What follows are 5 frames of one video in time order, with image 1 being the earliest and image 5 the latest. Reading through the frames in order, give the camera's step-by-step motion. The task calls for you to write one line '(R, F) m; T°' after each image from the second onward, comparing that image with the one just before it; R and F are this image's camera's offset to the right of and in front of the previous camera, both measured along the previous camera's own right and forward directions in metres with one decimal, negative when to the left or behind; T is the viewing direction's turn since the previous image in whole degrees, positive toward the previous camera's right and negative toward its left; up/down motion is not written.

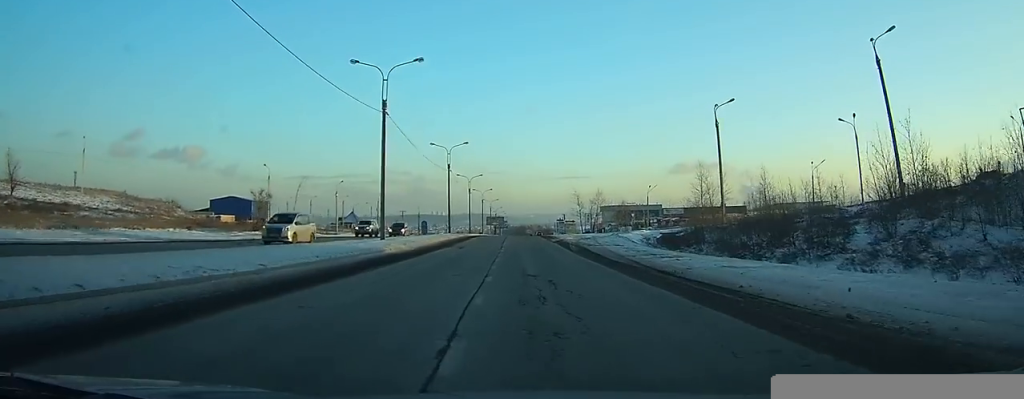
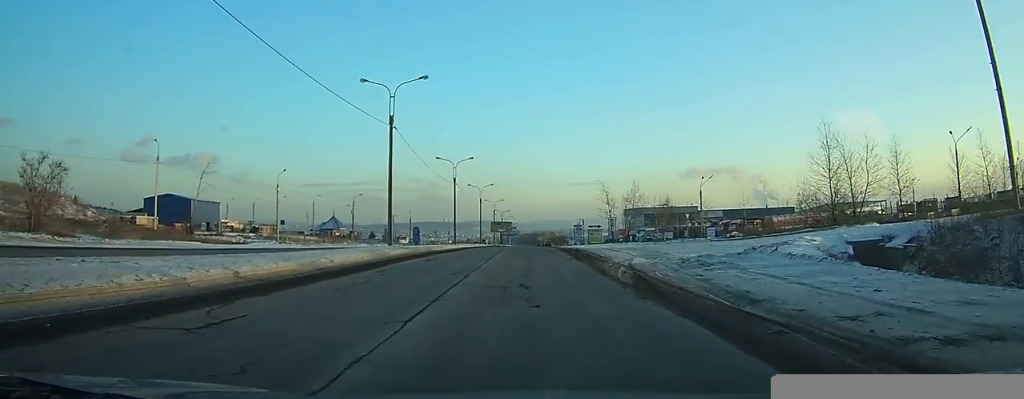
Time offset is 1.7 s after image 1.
(+0.3, +33.5) m; 0°
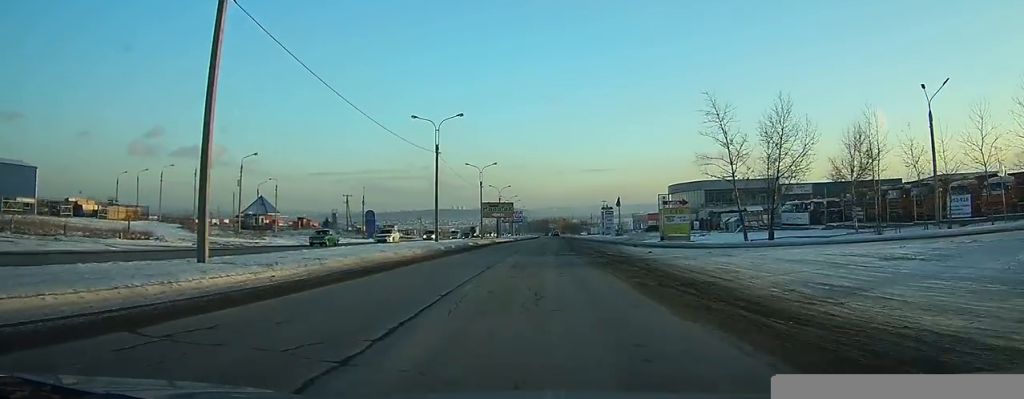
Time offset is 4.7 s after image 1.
(-1.4, +57.9) m; -2°
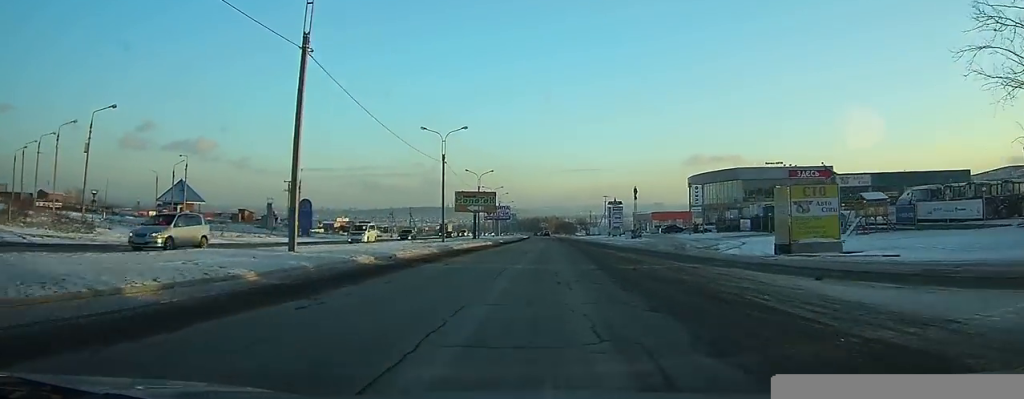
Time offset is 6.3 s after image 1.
(+0.1, +29.0) m; 0°
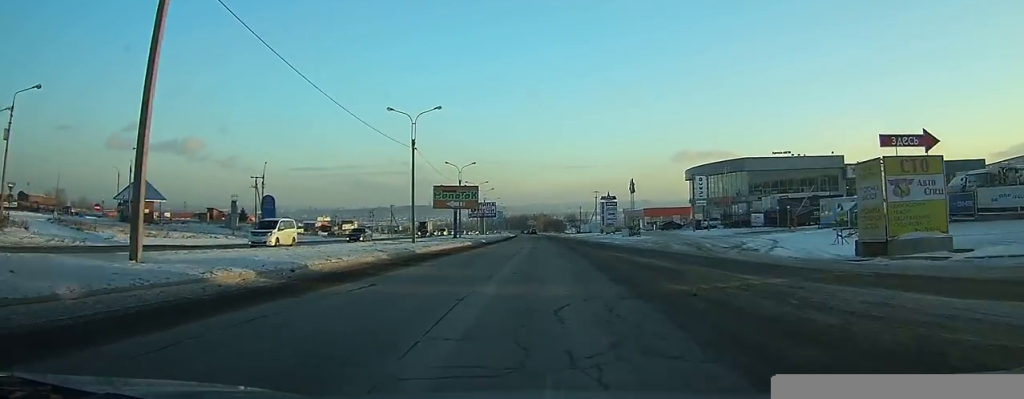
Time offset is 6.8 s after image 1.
(0.0, +8.6) m; 0°
